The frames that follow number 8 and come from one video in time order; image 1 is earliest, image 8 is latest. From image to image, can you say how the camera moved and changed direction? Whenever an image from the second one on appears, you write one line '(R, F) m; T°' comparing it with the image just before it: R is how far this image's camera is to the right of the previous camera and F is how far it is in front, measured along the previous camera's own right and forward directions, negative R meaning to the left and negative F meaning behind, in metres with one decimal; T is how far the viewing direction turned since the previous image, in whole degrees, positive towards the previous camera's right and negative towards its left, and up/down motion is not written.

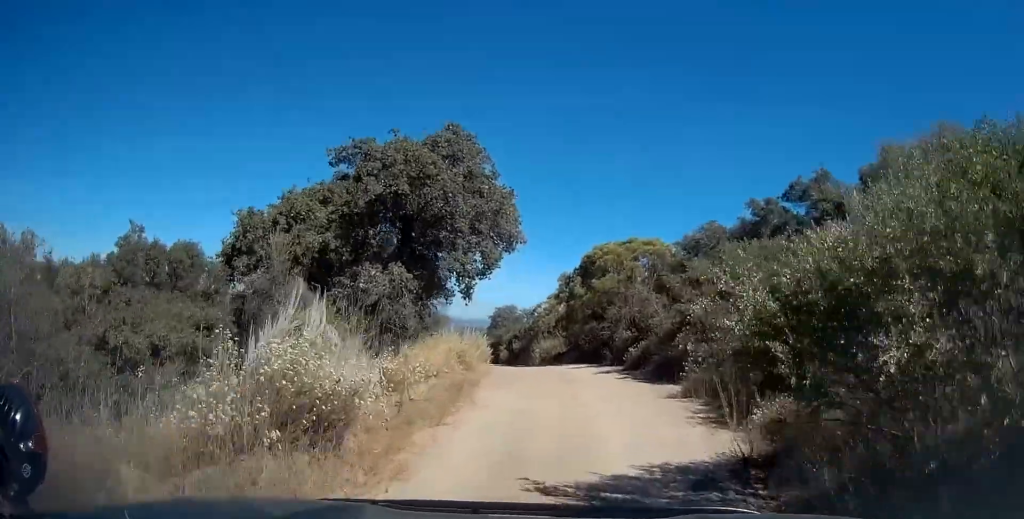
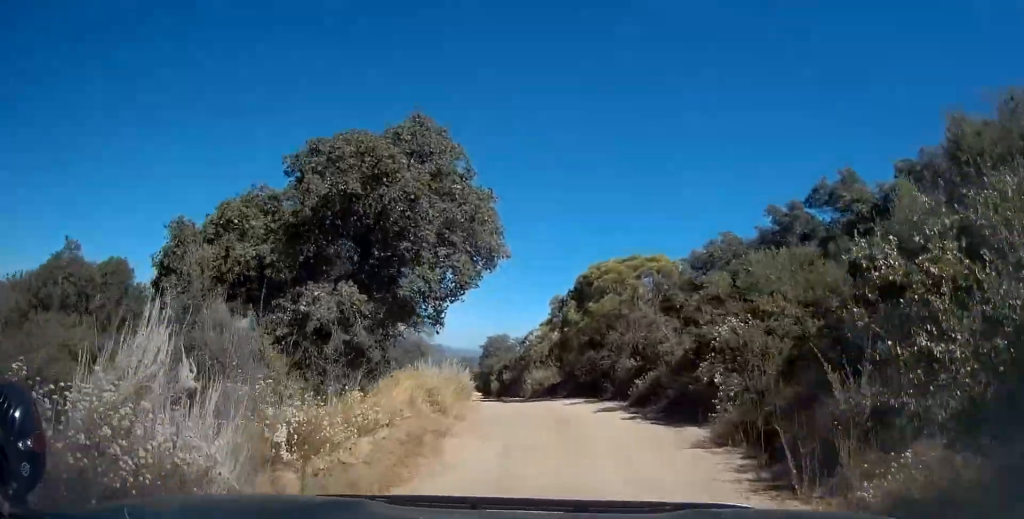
(0.0, +3.3) m; 0°
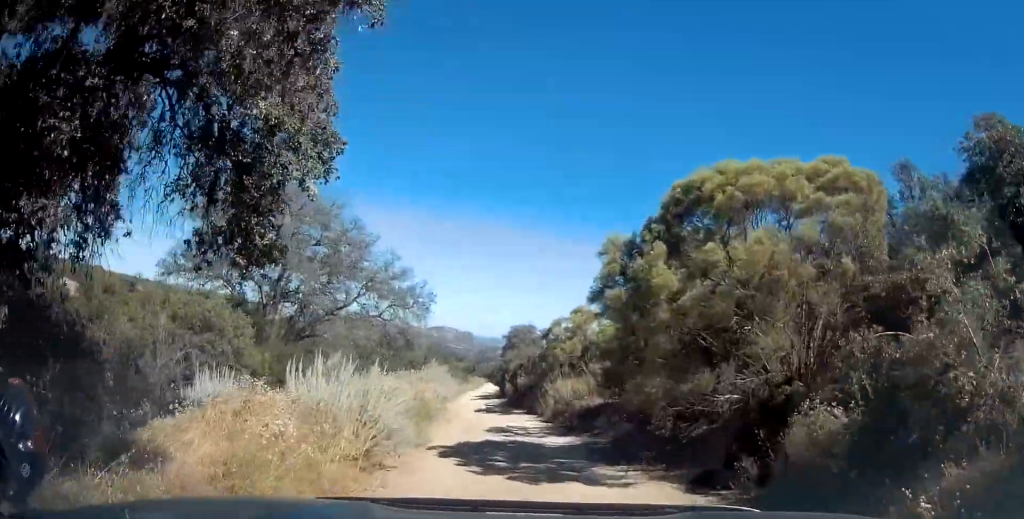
(0.0, +14.6) m; 0°
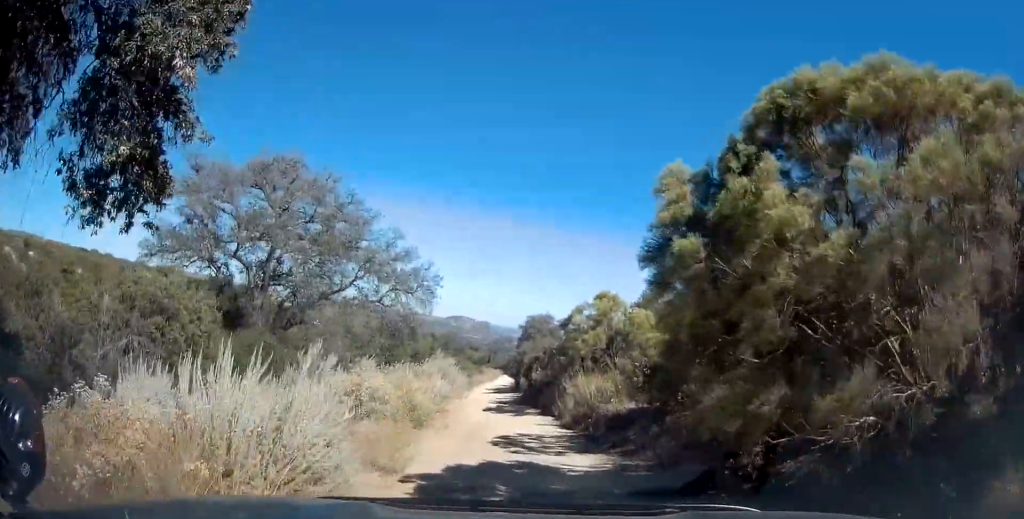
(0.0, +3.6) m; -1°
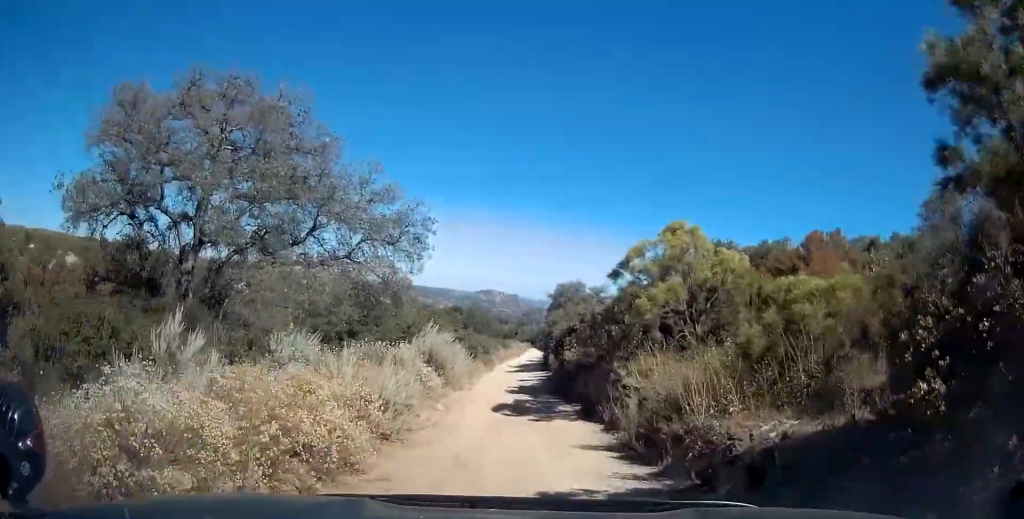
(-0.4, +9.4) m; -2°
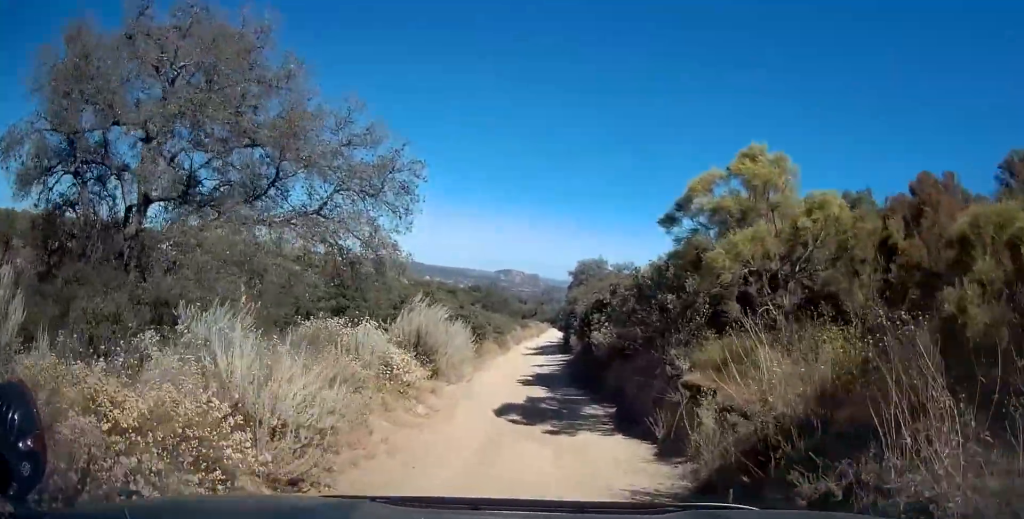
(+0.2, +4.4) m; 0°
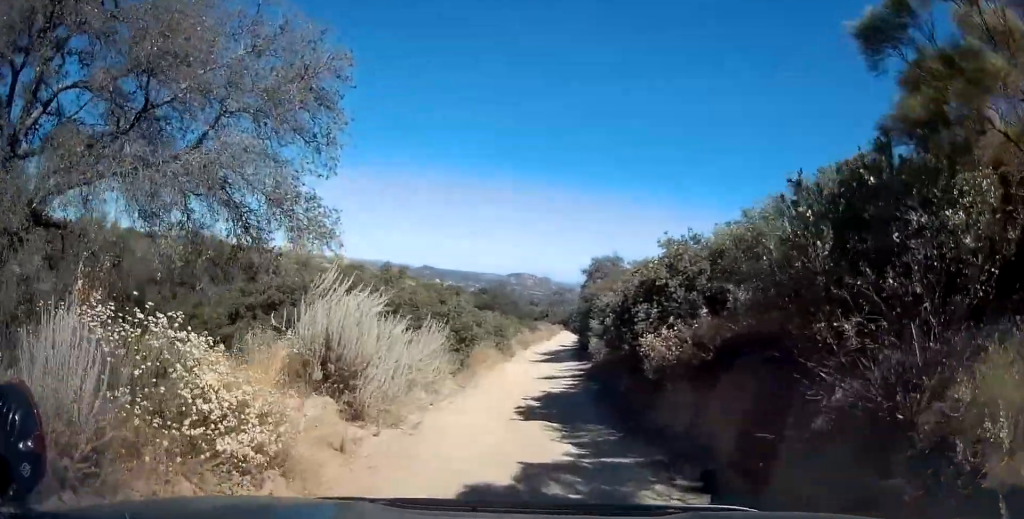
(-0.2, +7.0) m; -5°
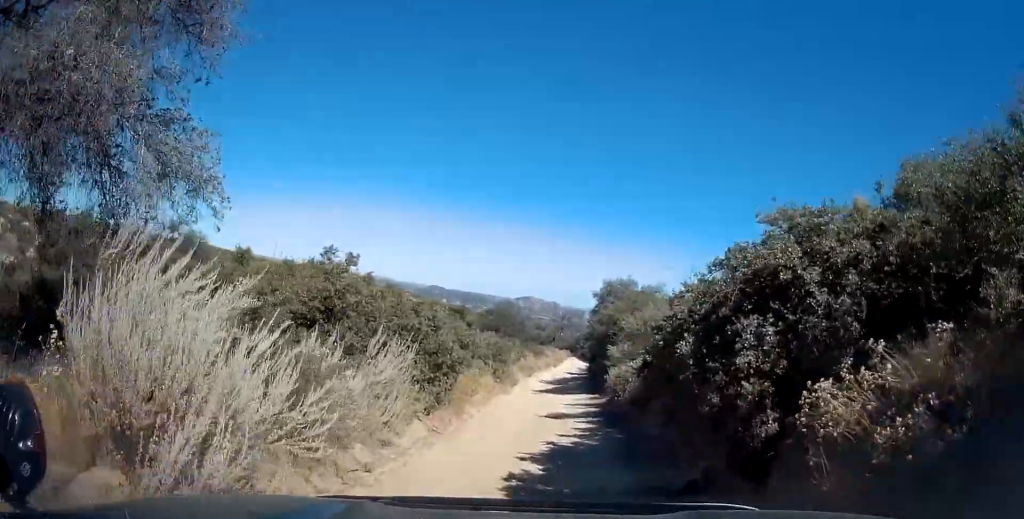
(-0.2, +4.9) m; -3°
